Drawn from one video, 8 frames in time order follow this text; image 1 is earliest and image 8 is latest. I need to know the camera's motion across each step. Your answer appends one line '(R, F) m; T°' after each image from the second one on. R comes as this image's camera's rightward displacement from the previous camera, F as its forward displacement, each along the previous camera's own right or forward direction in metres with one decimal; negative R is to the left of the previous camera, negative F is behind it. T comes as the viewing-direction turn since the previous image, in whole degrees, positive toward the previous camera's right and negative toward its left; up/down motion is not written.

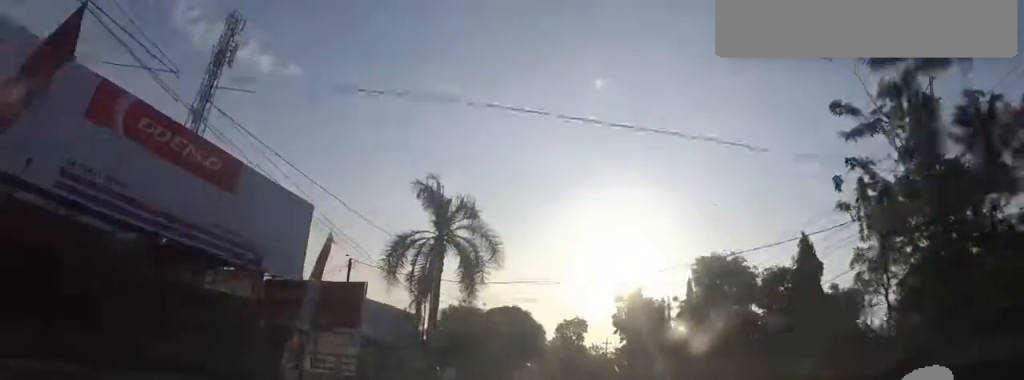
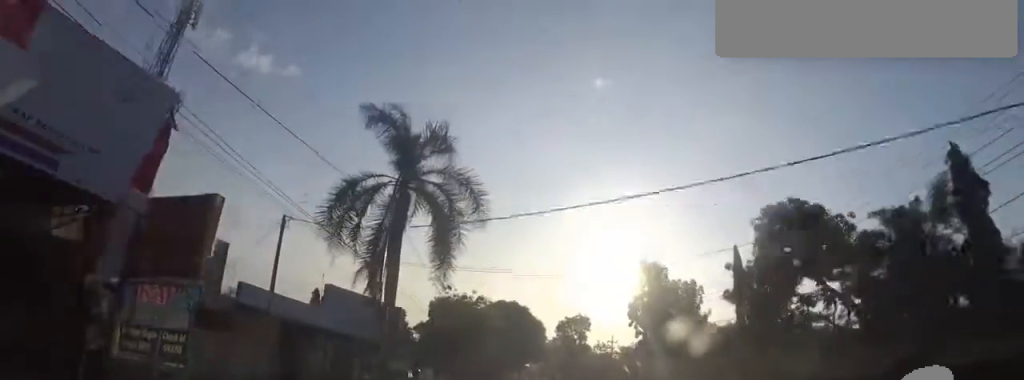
(-0.3, +8.0) m; +2°
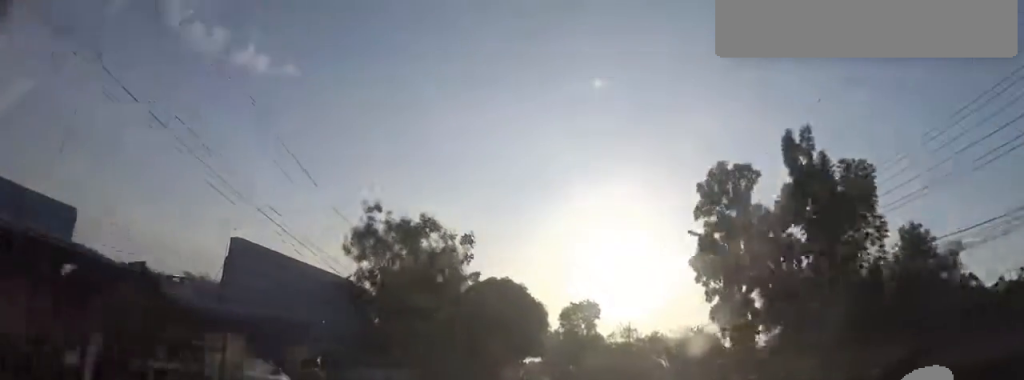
(+1.2, +17.8) m; 0°
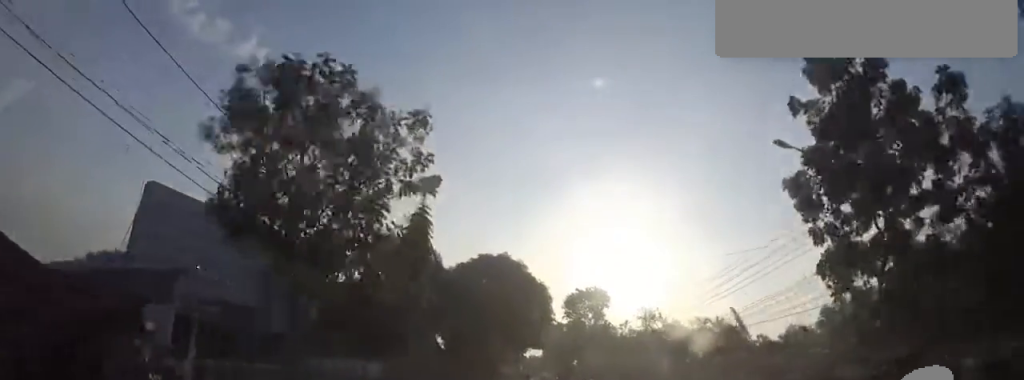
(-0.2, +9.9) m; -1°
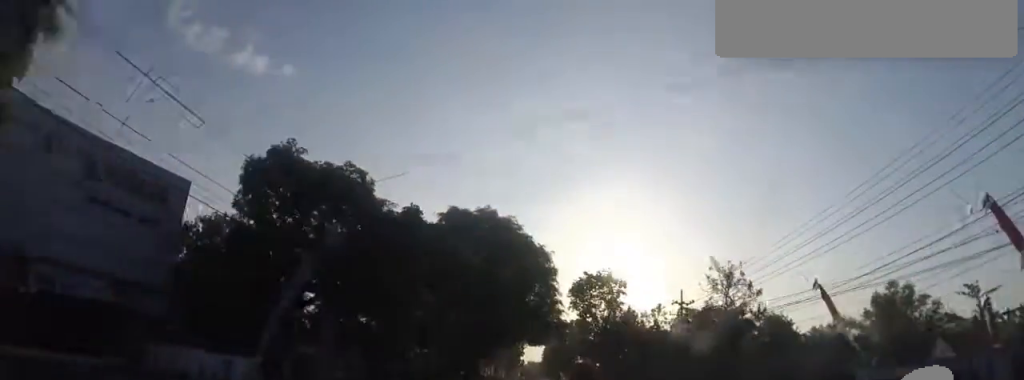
(-0.9, +17.2) m; -3°
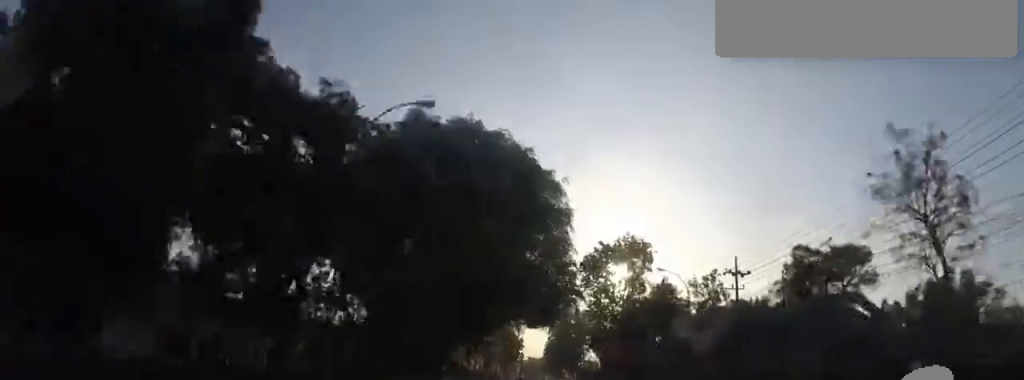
(0.0, +13.3) m; 0°
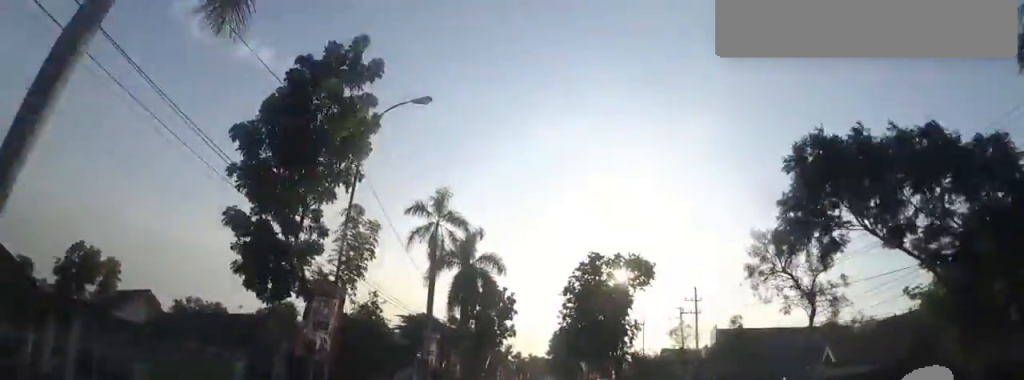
(0.0, +49.9) m; 0°
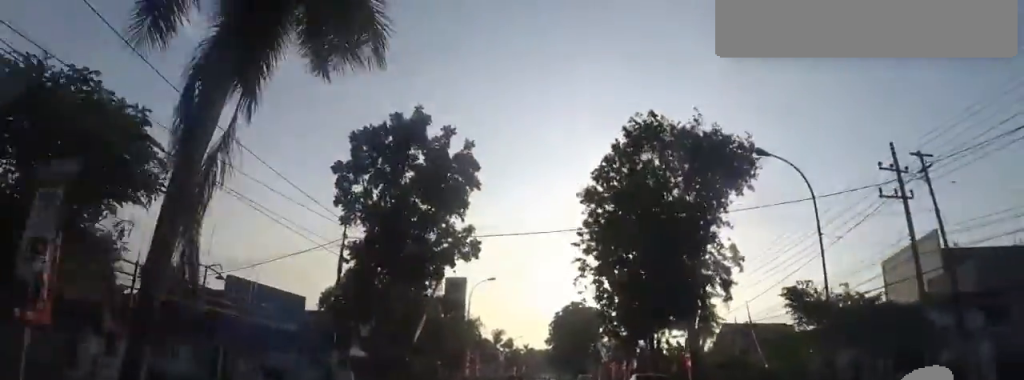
(+0.1, +28.7) m; +3°
